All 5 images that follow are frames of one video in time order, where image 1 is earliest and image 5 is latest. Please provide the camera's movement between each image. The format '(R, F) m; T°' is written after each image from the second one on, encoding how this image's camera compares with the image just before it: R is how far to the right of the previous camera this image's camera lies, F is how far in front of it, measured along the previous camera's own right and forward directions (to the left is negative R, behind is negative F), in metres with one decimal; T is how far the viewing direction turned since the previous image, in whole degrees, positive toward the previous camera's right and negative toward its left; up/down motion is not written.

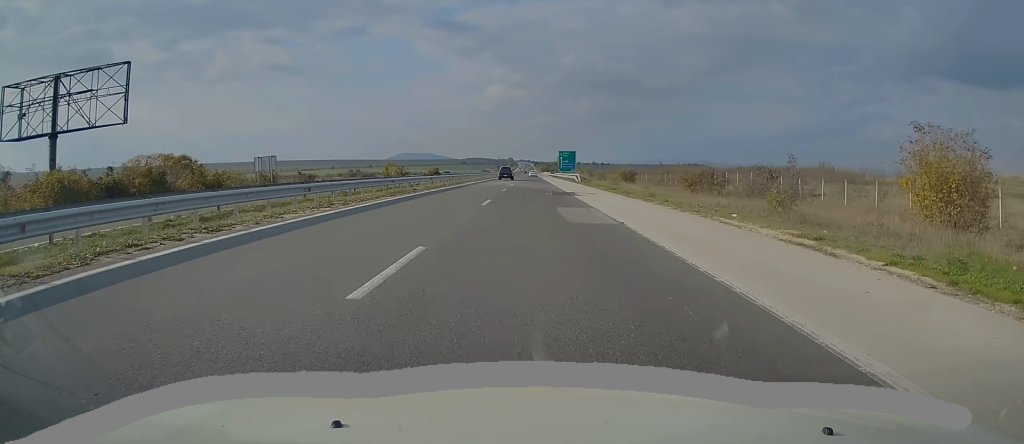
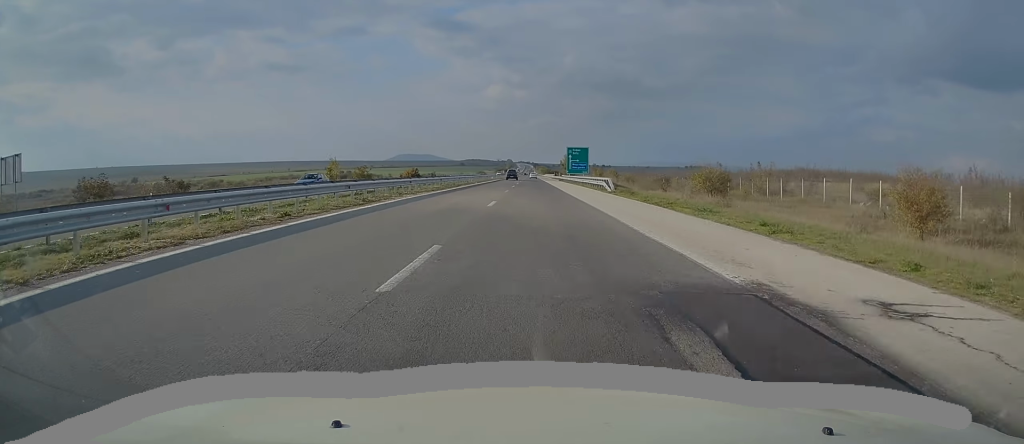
(-0.4, +32.1) m; -1°
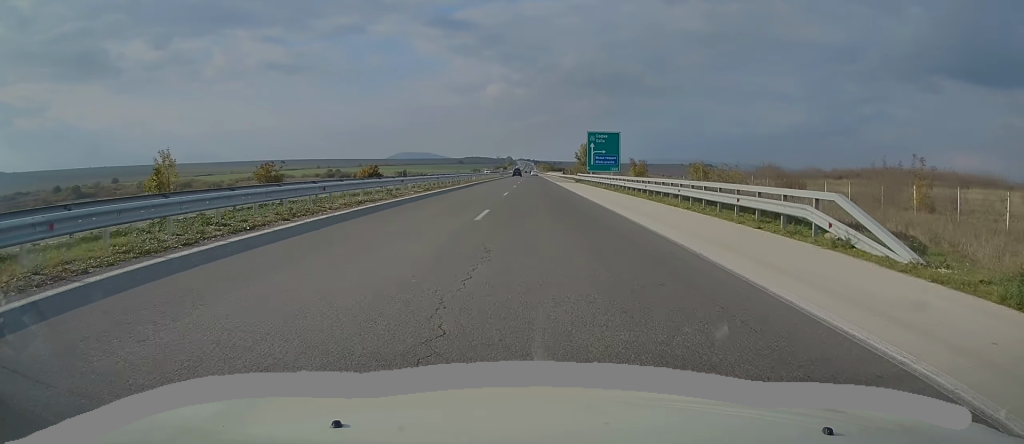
(+0.2, +39.4) m; +2°
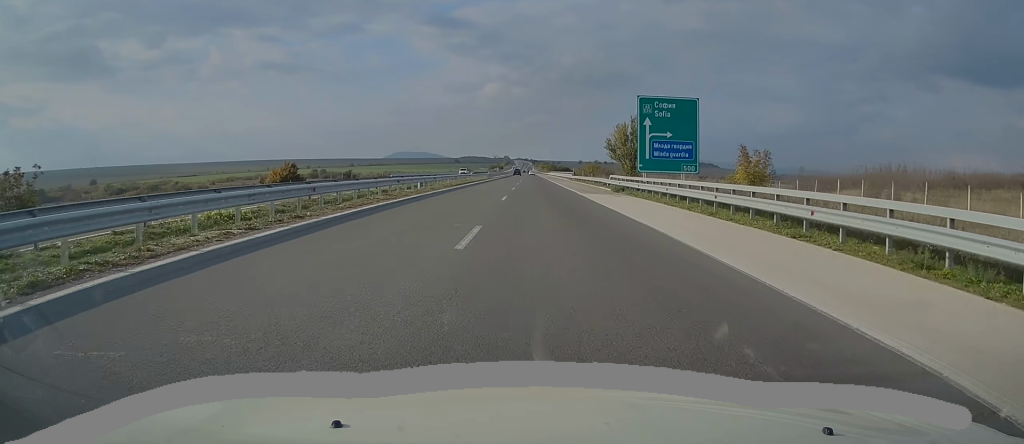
(0.0, +37.1) m; -1°
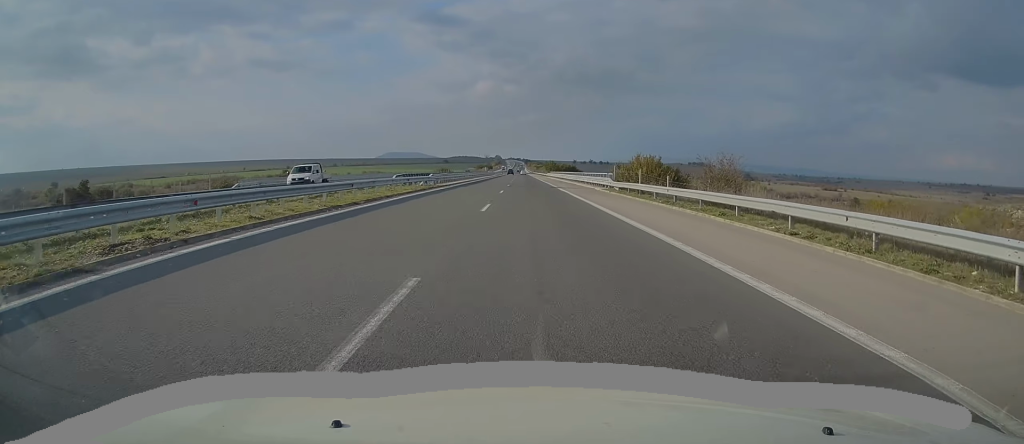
(-0.1, +54.1) m; +1°
